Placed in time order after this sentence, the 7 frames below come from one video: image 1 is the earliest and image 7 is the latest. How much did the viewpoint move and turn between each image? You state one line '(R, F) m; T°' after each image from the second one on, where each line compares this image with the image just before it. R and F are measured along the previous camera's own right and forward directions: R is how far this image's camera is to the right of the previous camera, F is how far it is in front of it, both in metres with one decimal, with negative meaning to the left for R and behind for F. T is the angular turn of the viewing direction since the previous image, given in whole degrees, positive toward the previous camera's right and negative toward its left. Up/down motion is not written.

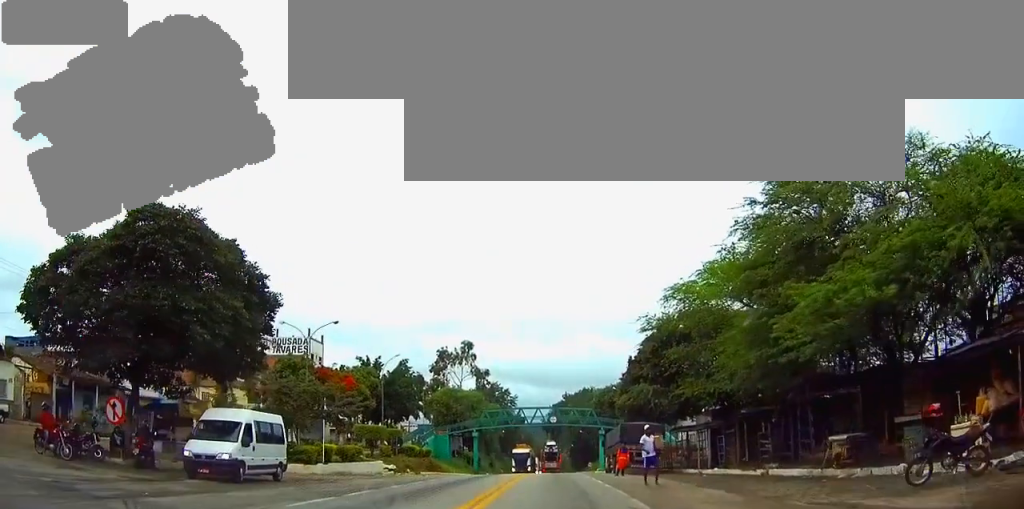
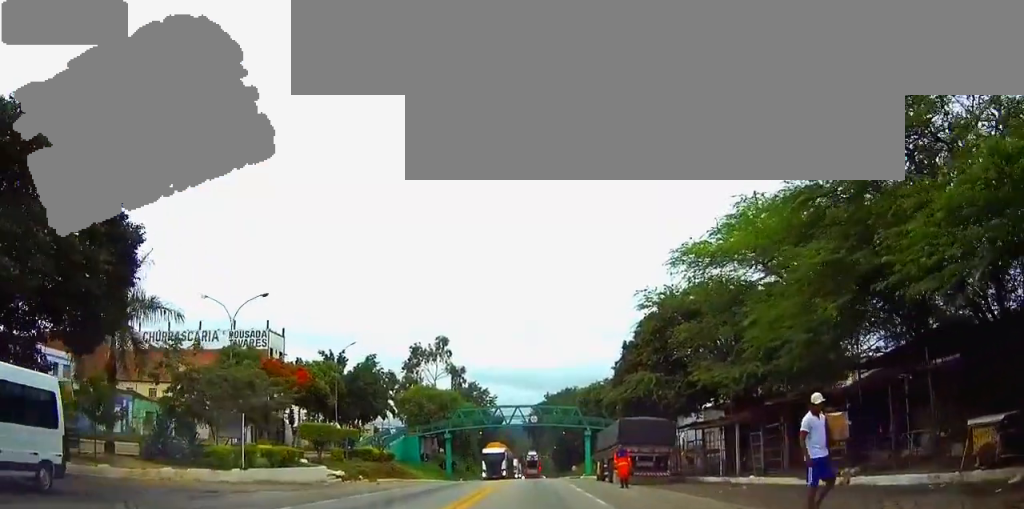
(-0.2, +9.3) m; -1°
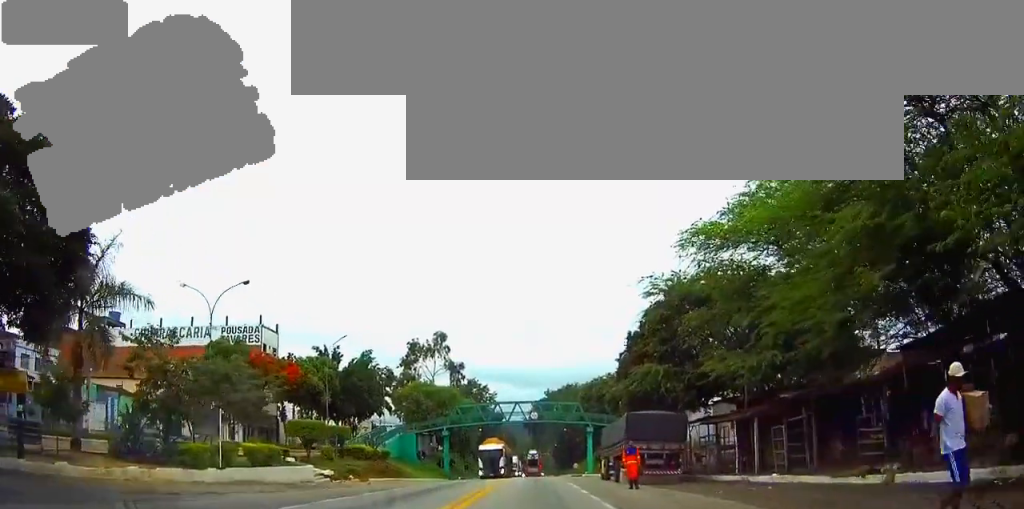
(0.0, +2.6) m; 0°
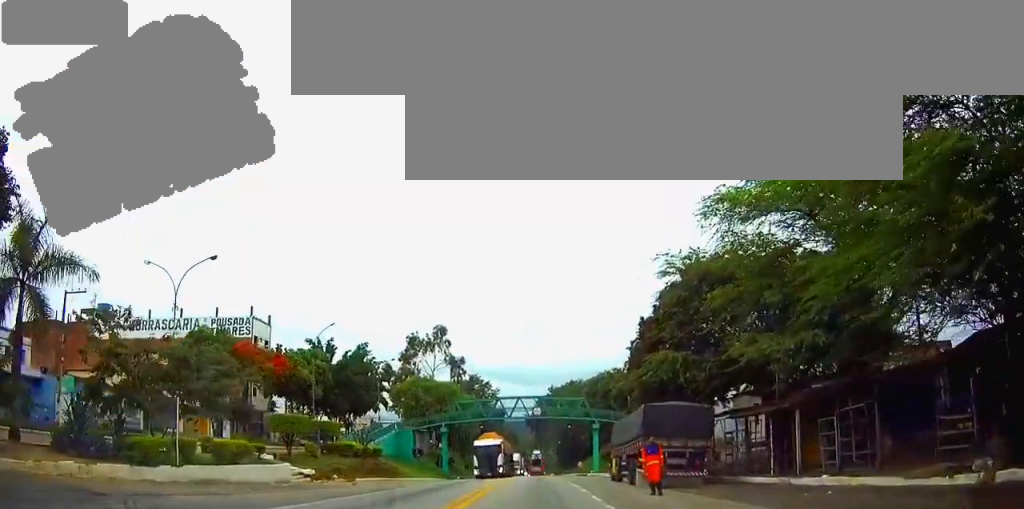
(0.0, +4.2) m; 0°
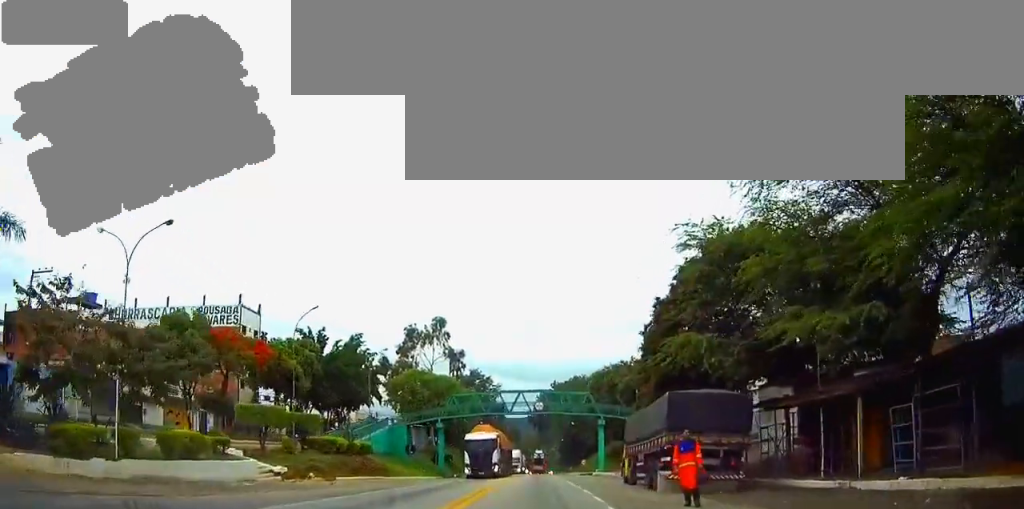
(0.0, +4.6) m; 0°
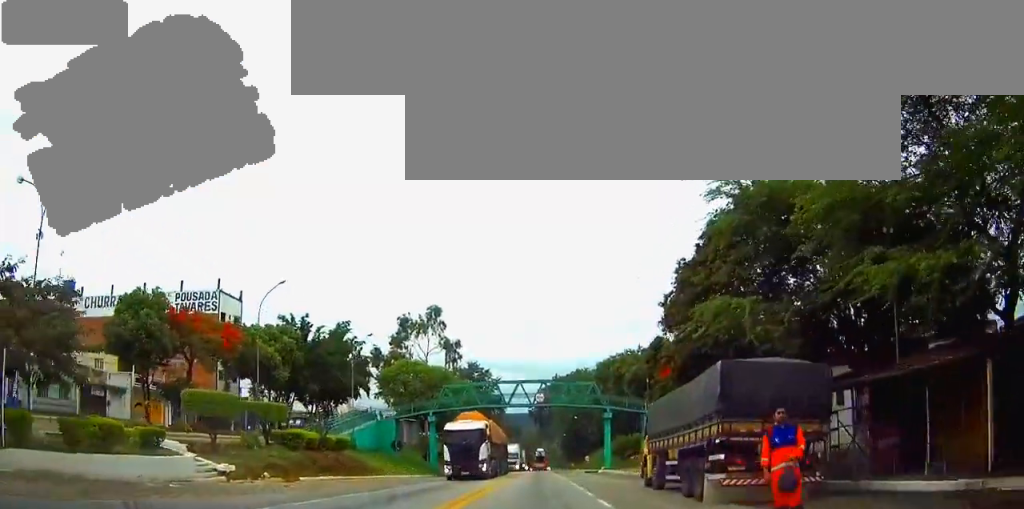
(0.0, +6.2) m; 0°
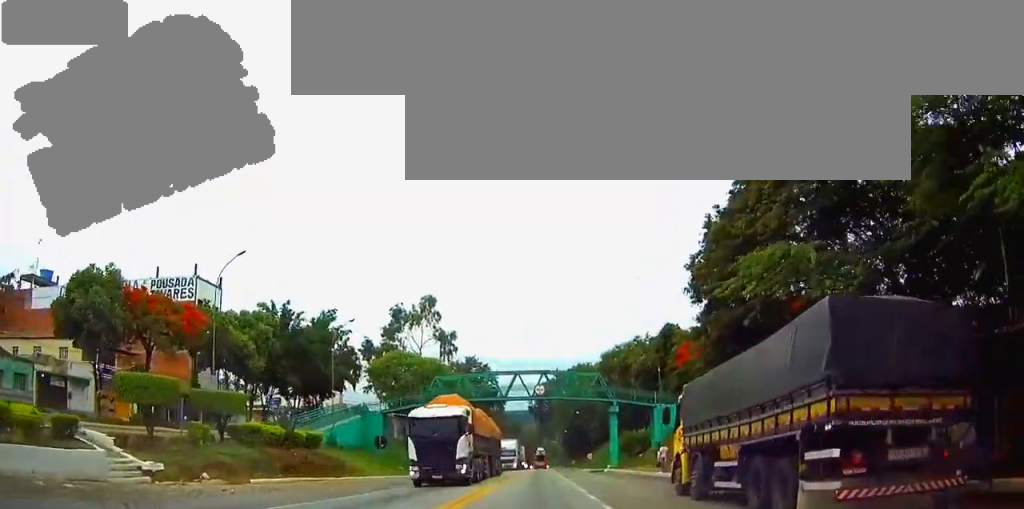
(0.0, +5.9) m; +1°
